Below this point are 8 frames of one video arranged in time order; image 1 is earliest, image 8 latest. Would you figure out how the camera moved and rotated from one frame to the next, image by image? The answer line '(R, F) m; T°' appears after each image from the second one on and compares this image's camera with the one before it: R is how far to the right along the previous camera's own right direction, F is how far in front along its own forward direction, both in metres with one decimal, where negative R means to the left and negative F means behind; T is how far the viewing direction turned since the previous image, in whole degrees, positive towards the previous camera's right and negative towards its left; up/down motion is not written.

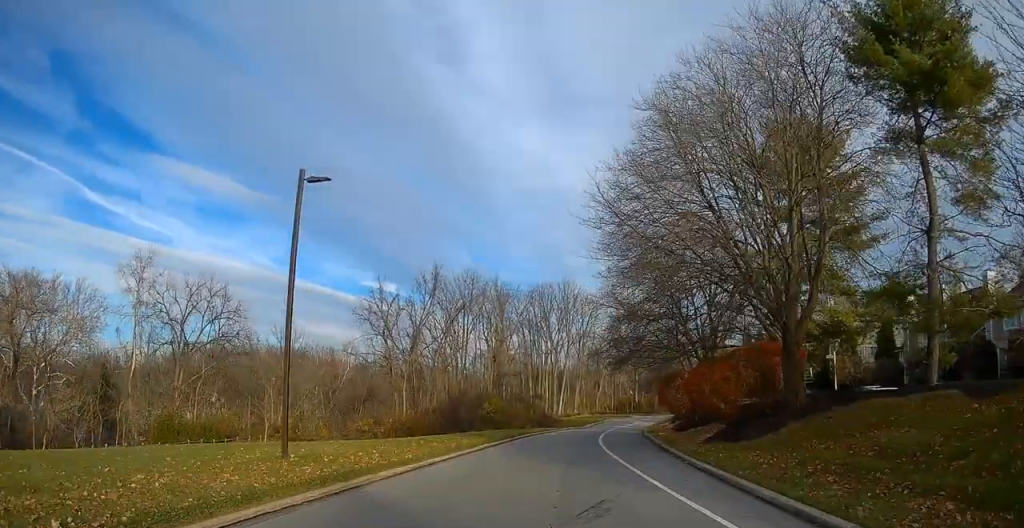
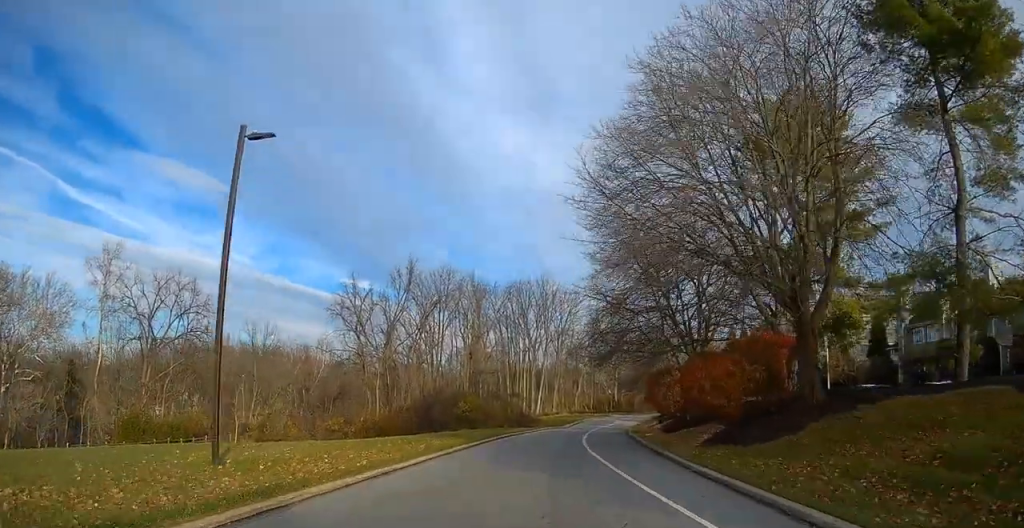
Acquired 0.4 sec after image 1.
(0.0, +2.6) m; 0°
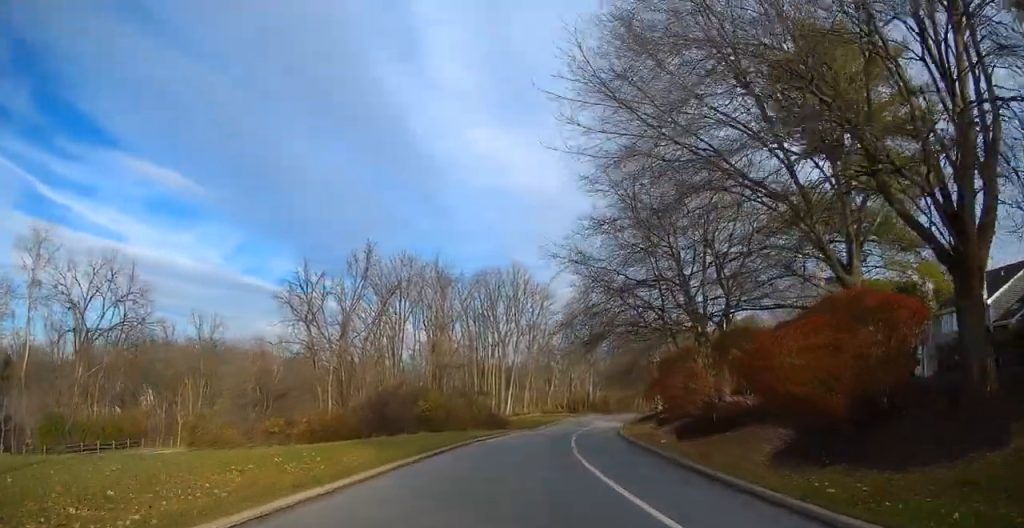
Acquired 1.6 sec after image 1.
(+0.3, +8.4) m; +10°
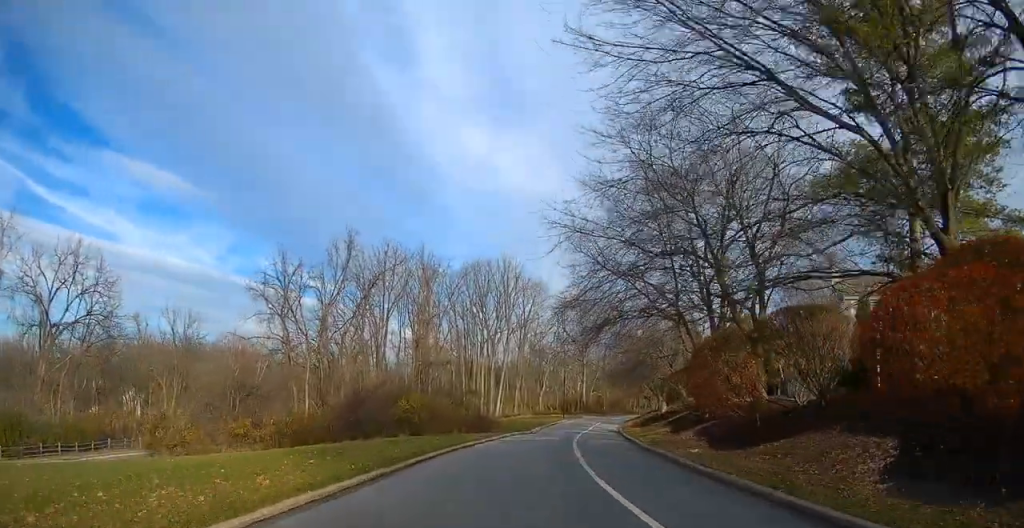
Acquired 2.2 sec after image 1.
(-0.1, +4.9) m; +14°
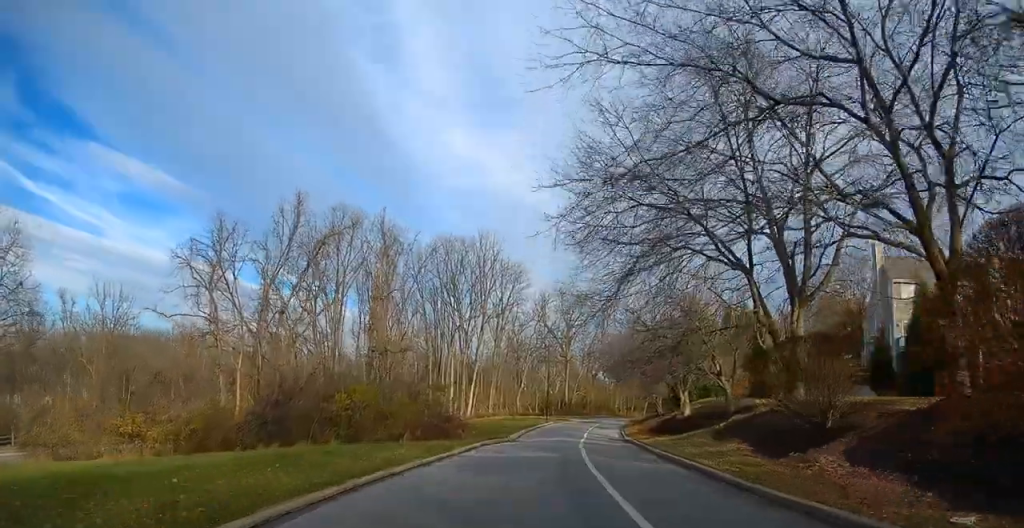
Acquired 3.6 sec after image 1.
(+3.3, +11.7) m; +10°
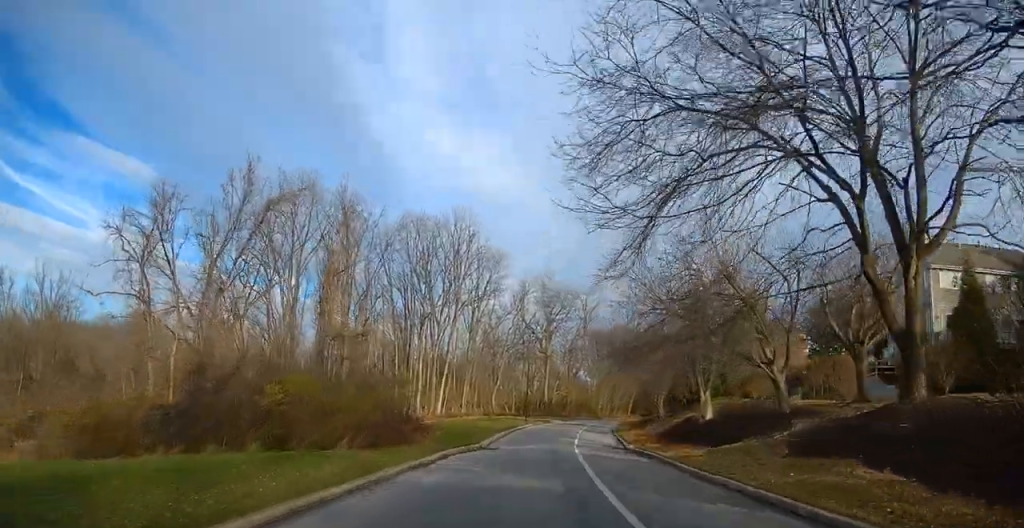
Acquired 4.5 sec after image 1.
(-0.4, +8.1) m; -21°
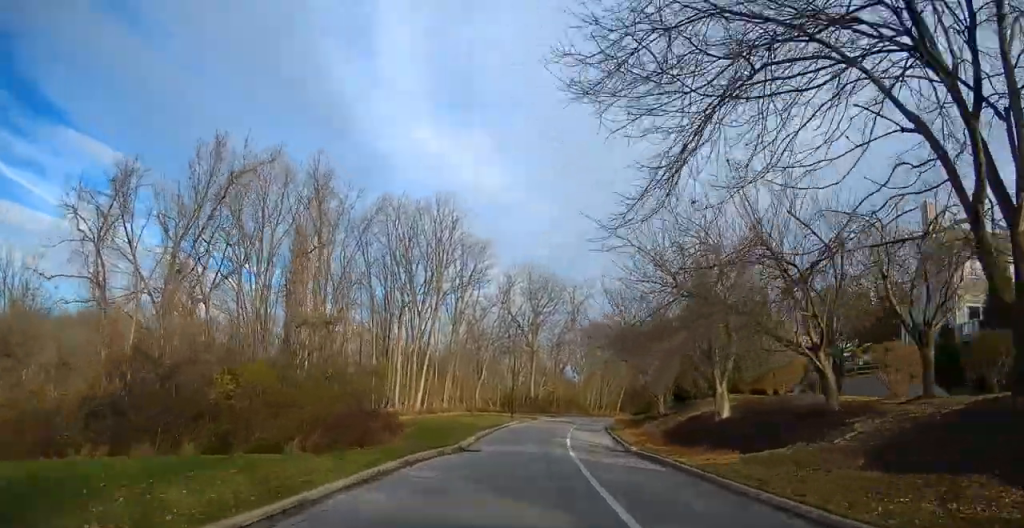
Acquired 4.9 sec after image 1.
(-1.4, +4.4) m; -8°
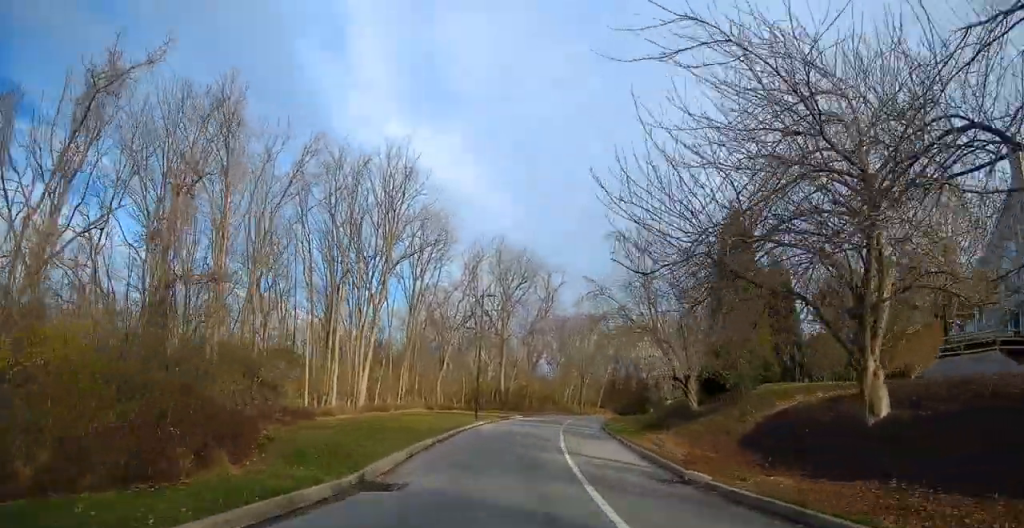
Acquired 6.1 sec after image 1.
(-2.0, +13.0) m; -9°
